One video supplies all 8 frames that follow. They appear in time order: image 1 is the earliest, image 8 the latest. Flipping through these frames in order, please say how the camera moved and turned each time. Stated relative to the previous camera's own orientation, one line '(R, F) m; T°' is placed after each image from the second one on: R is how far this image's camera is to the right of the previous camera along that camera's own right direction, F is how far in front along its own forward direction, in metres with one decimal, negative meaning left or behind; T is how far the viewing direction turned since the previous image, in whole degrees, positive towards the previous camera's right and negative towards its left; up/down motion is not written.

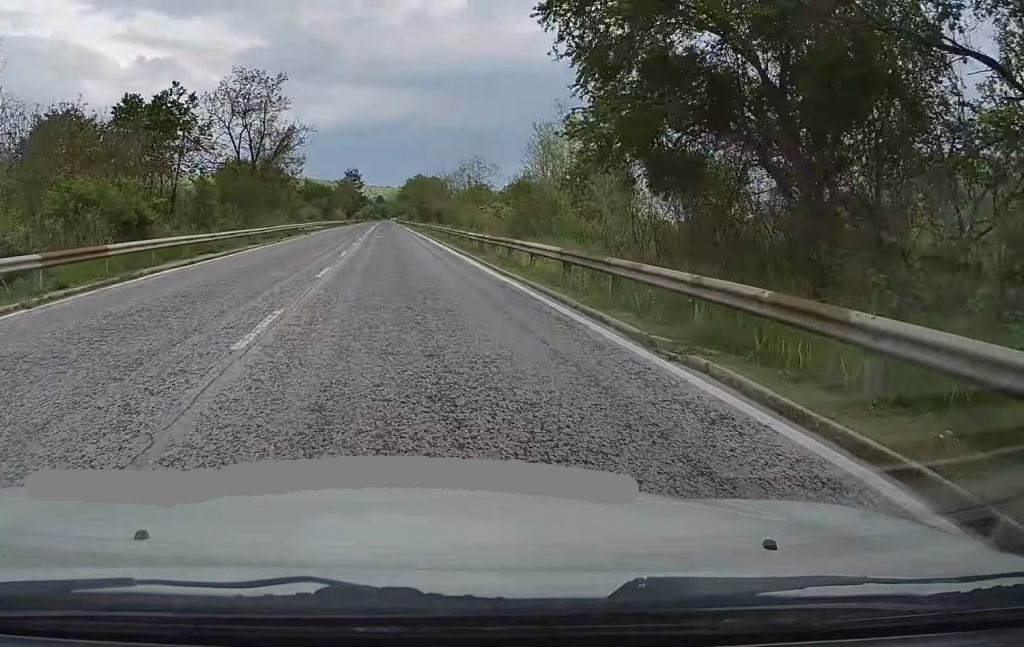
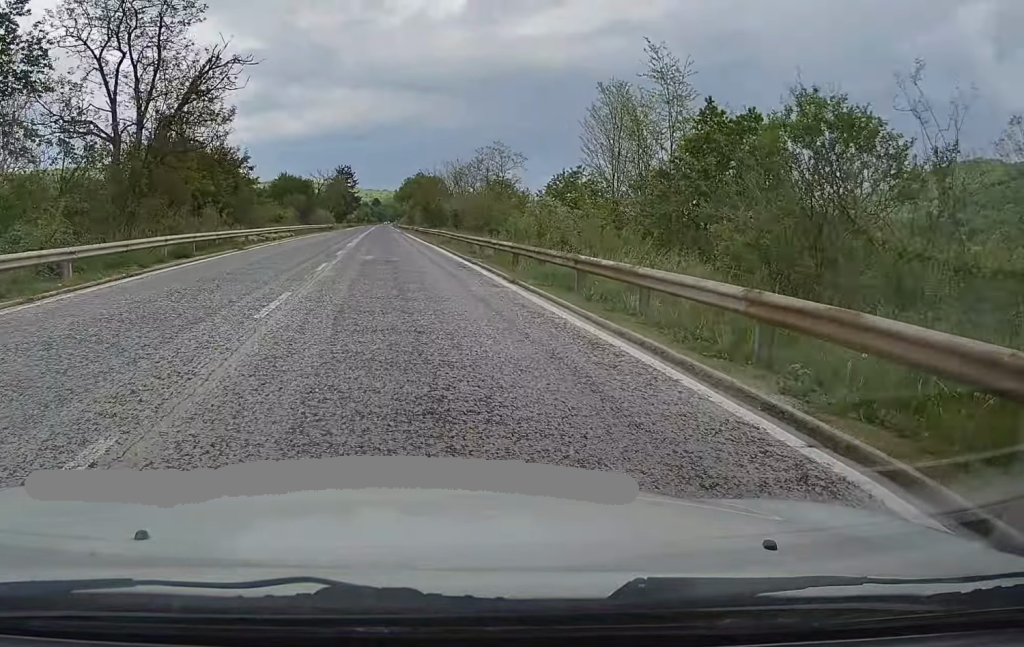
(+0.1, +24.5) m; +1°
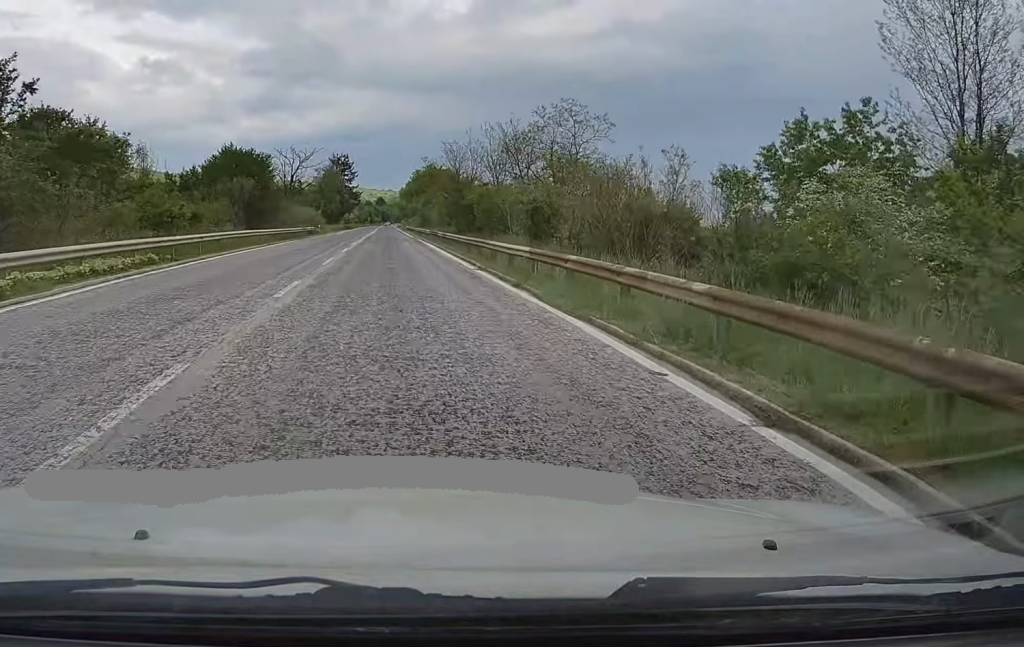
(+0.1, +33.1) m; -1°
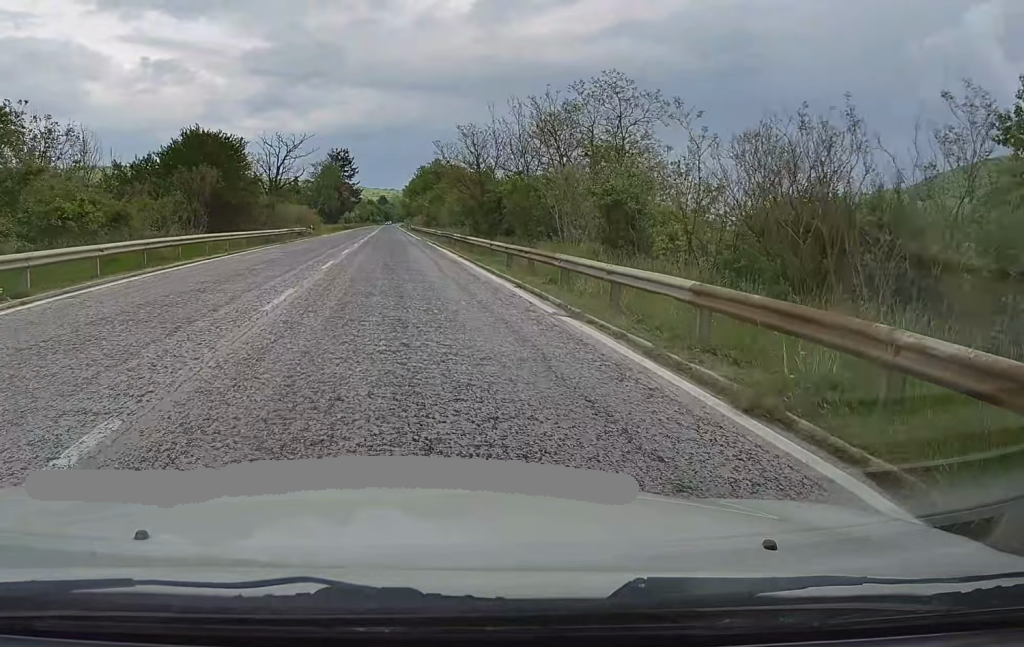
(-0.1, +10.6) m; -1°
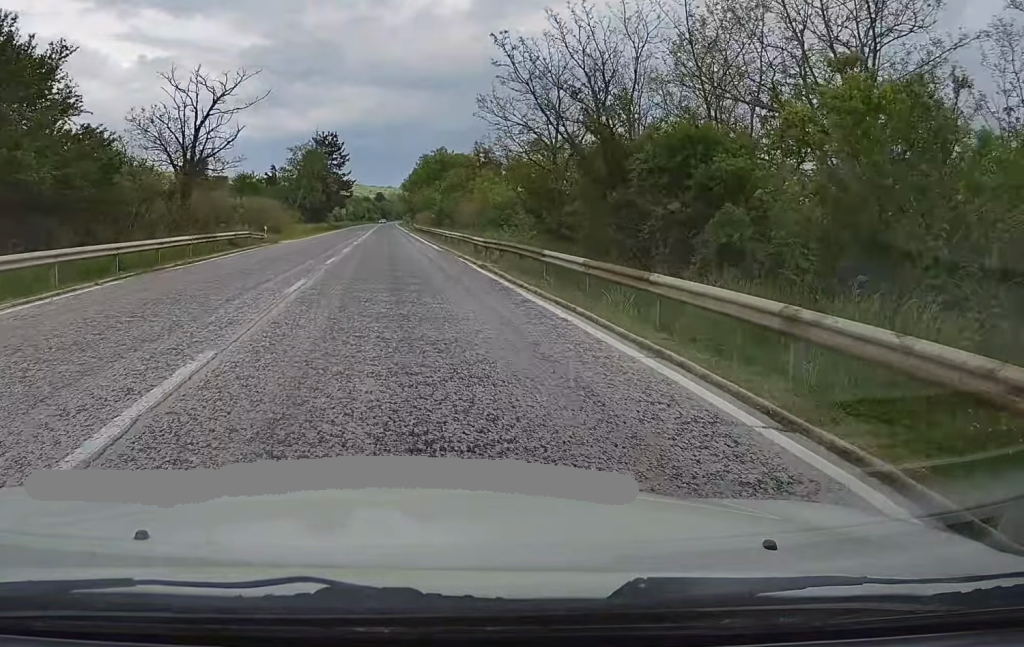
(+0.1, +25.0) m; +2°
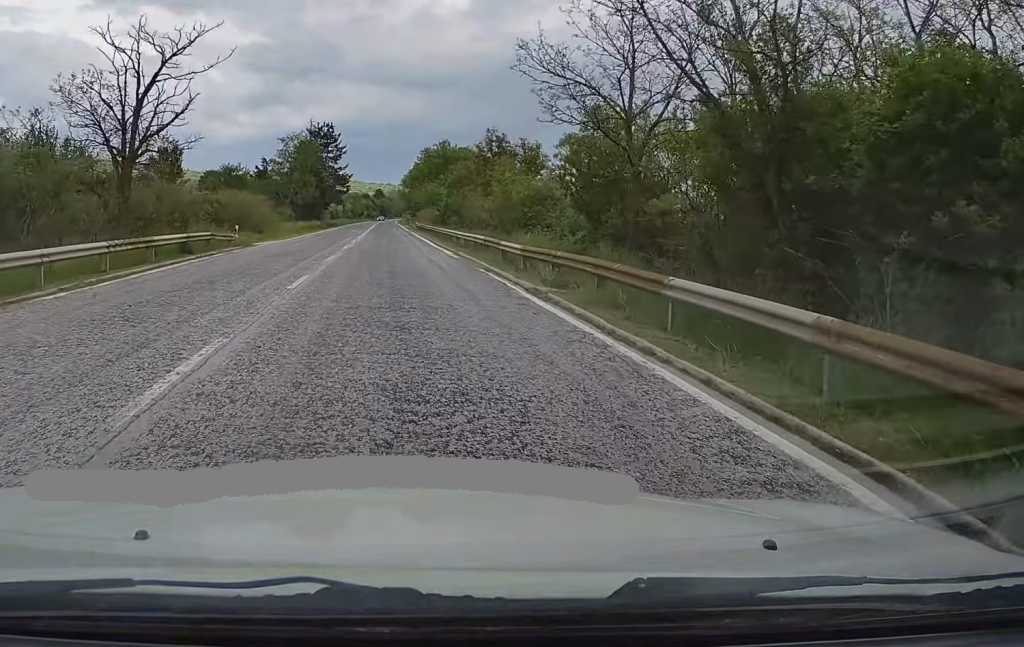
(+0.2, +8.2) m; 0°
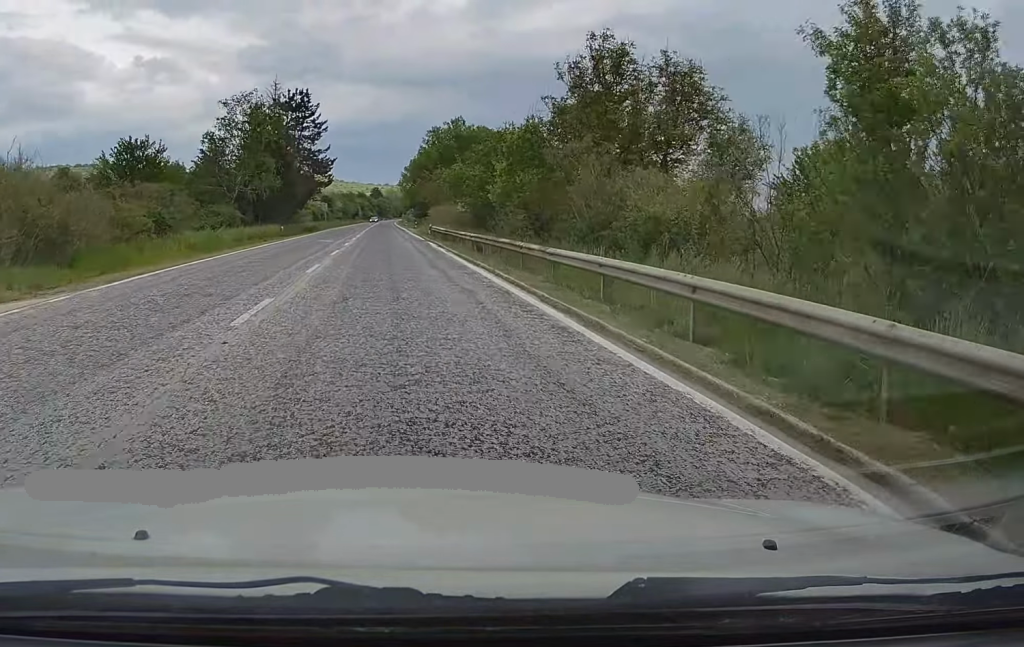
(-0.1, +31.5) m; -1°
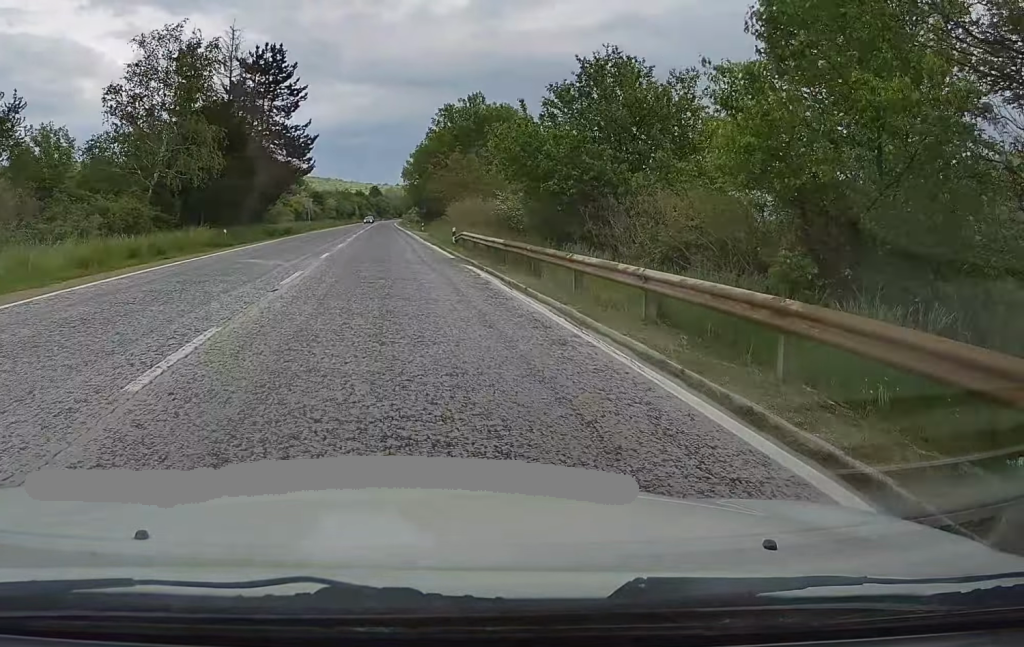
(0.0, +21.4) m; -1°
